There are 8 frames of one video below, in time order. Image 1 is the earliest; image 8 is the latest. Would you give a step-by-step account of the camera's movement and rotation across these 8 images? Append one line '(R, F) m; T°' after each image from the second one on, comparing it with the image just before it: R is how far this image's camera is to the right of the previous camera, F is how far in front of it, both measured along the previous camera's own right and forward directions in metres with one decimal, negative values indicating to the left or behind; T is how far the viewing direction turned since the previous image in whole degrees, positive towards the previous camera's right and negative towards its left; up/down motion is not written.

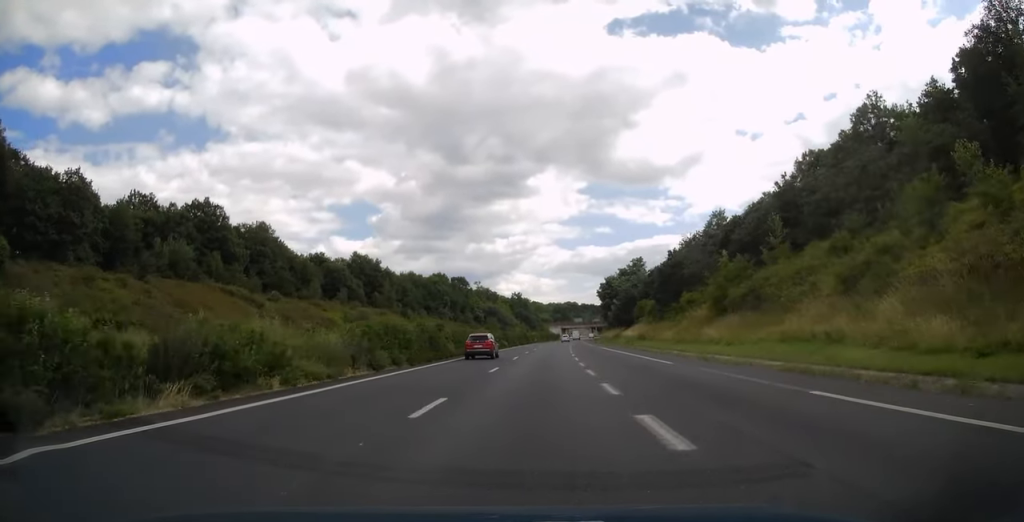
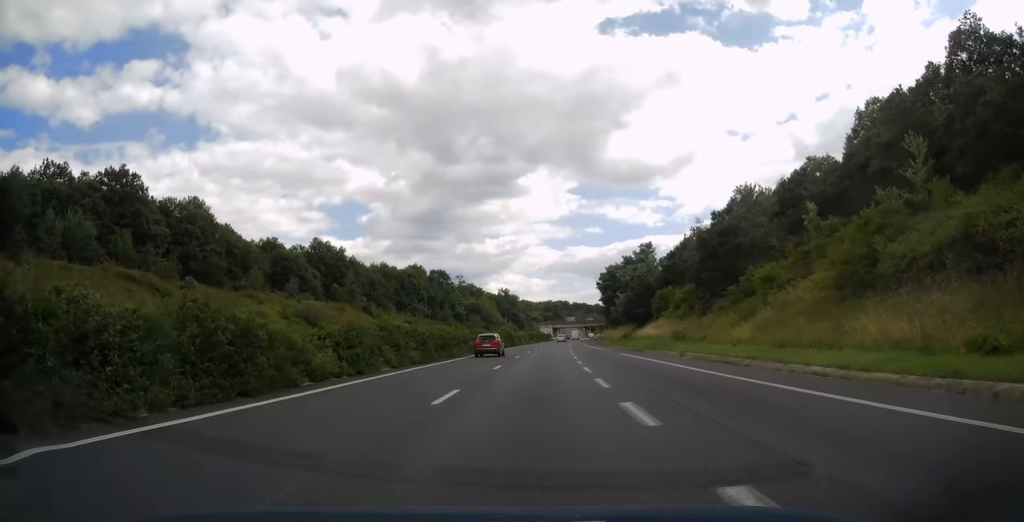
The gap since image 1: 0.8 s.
(+0.2, +24.5) m; +1°
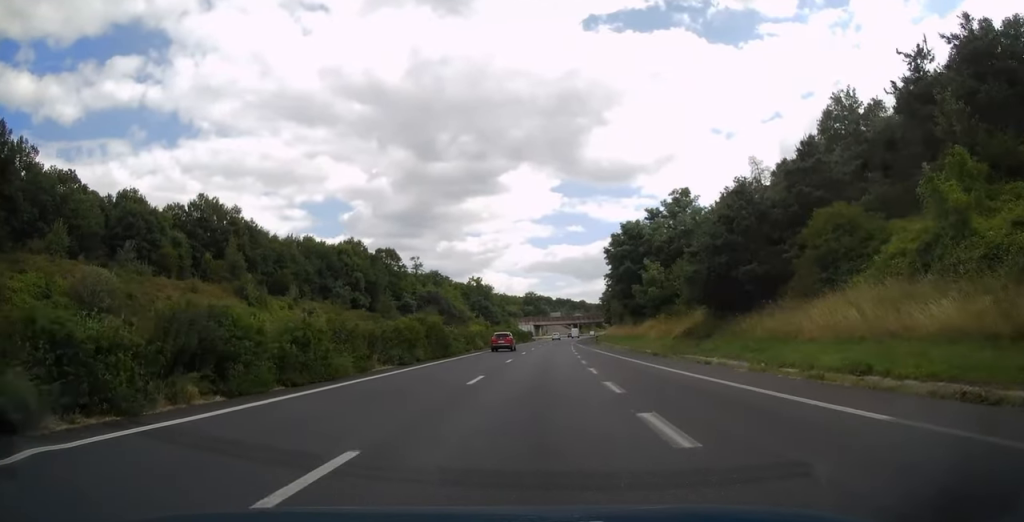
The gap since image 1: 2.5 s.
(+0.6, +48.0) m; +2°
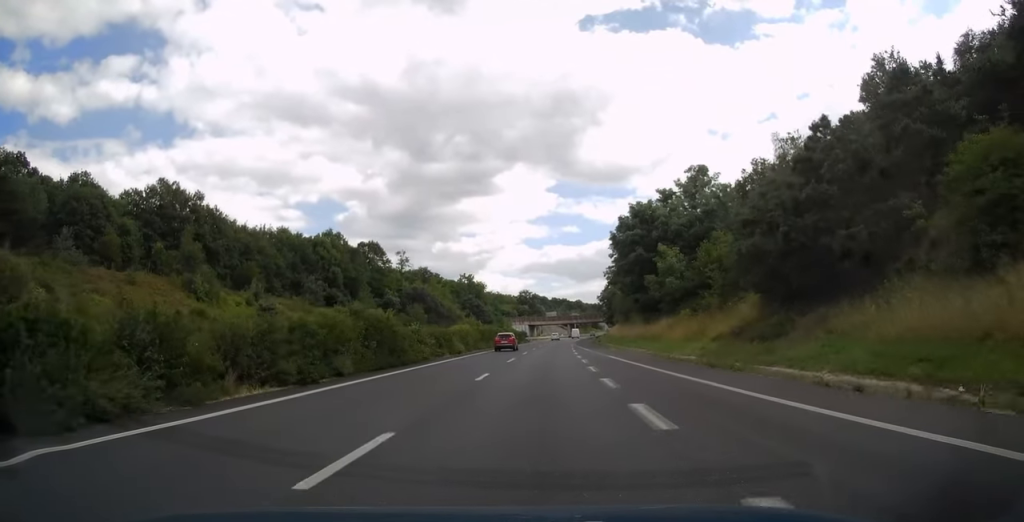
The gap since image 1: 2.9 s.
(0.0, +11.8) m; 0°
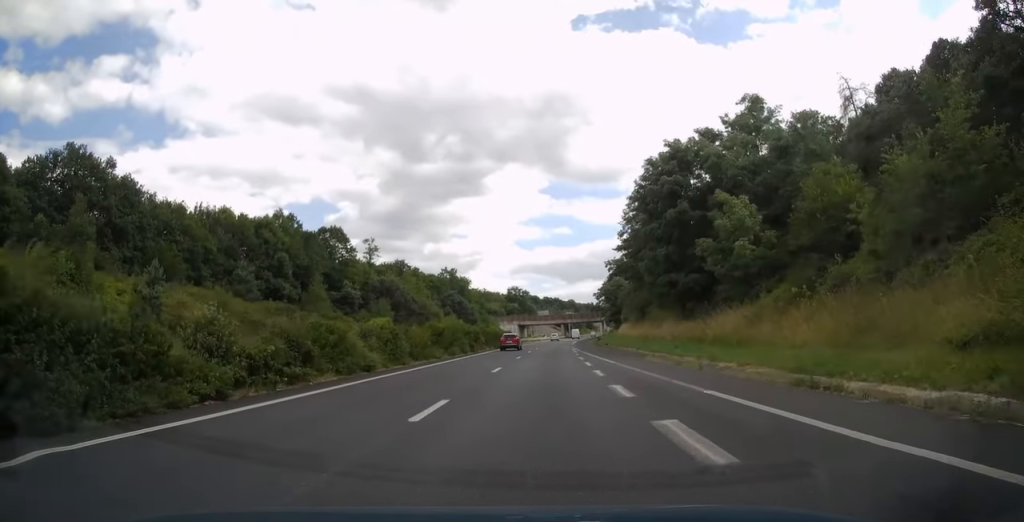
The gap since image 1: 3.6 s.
(+0.2, +22.2) m; +1°
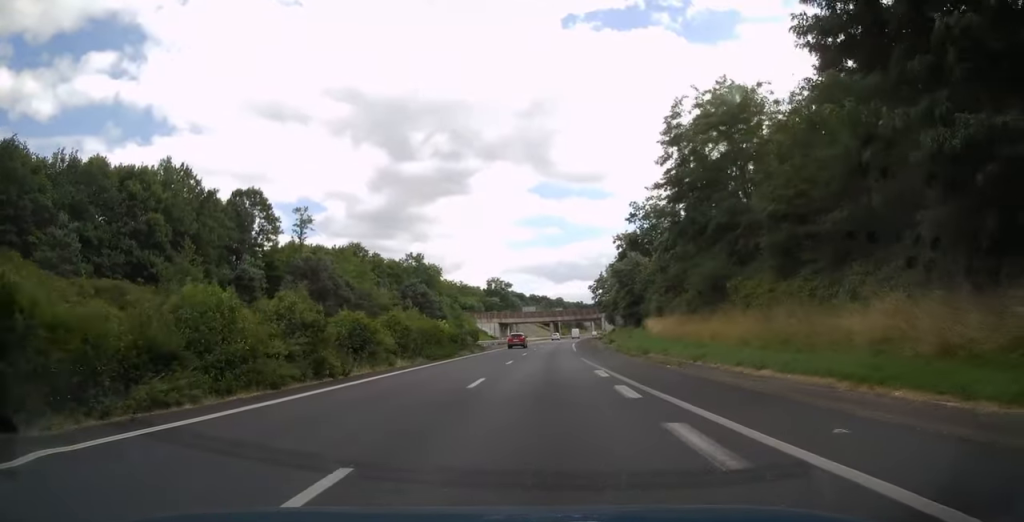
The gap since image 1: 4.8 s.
(+0.4, +33.5) m; +1°
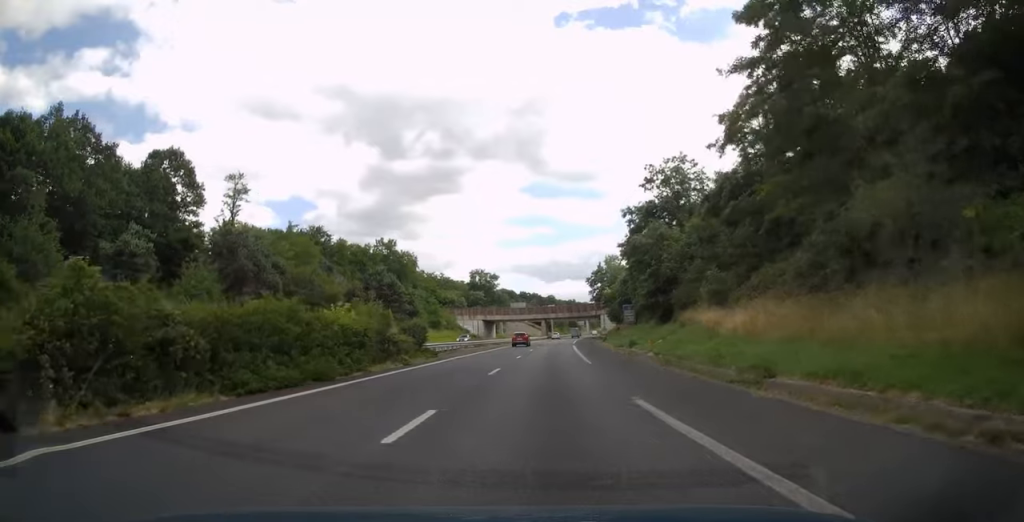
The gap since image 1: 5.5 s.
(+0.2, +21.6) m; +1°
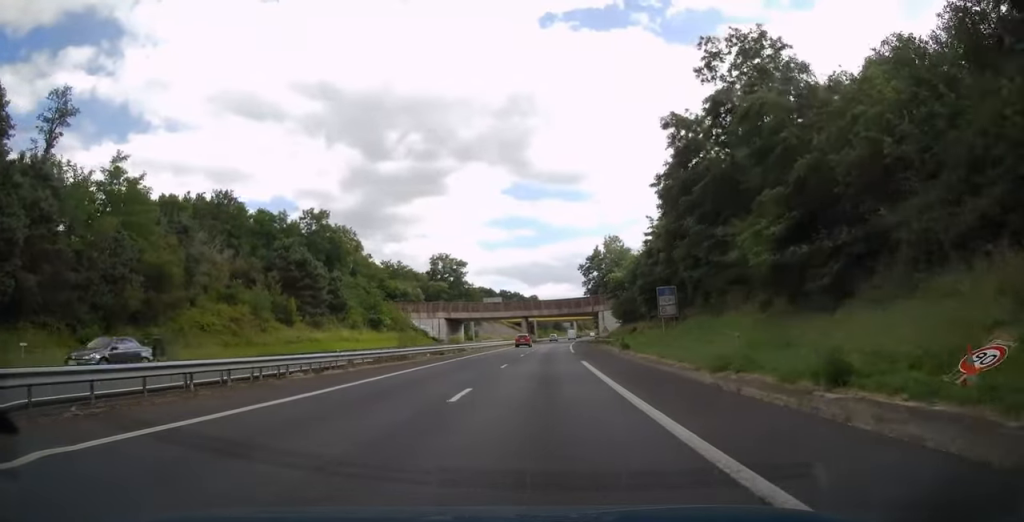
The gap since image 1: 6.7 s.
(+0.5, +34.8) m; +1°
